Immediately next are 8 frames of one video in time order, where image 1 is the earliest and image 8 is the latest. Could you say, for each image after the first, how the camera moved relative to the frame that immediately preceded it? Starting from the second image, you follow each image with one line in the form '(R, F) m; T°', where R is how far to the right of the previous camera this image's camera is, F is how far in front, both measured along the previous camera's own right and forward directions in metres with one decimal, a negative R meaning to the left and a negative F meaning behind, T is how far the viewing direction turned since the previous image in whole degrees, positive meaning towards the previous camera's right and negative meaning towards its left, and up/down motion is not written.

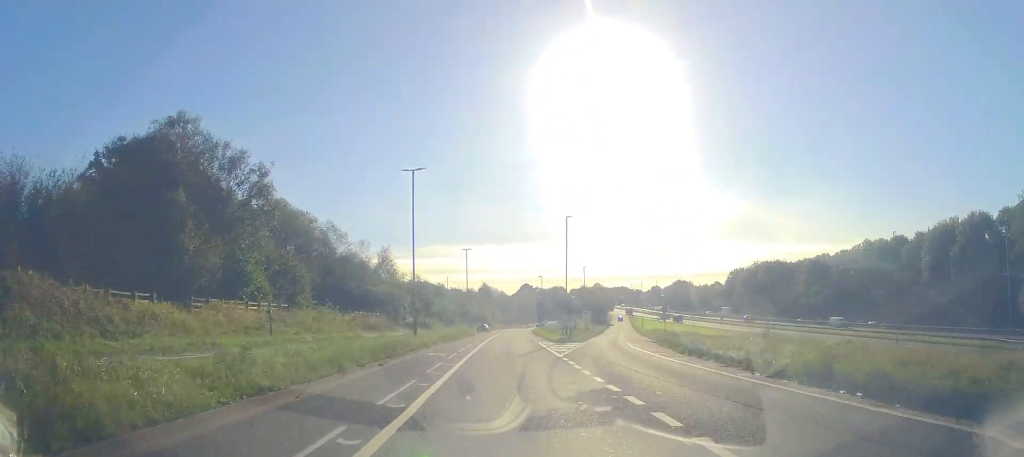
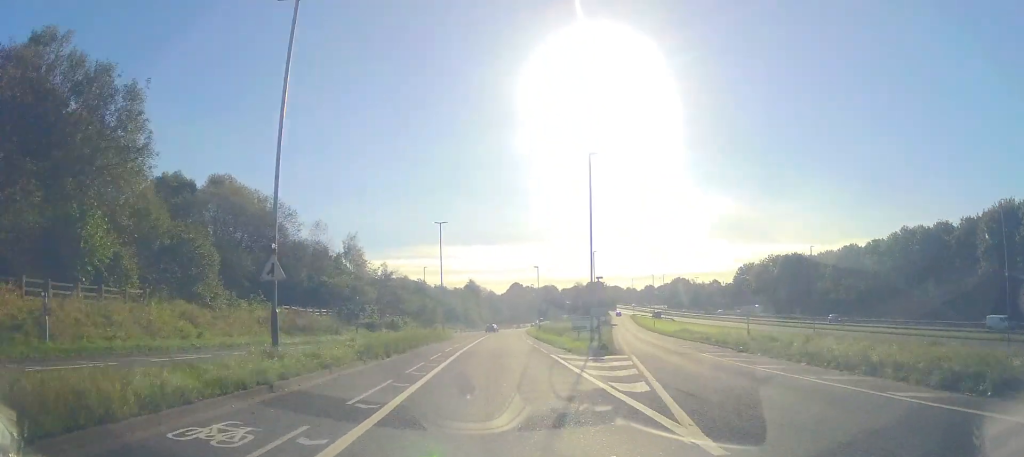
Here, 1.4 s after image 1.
(0.0, +17.7) m; -1°
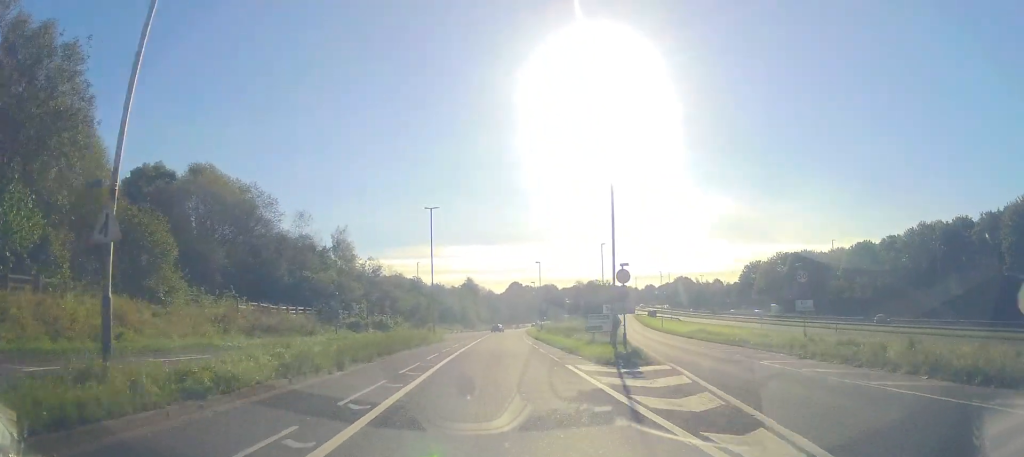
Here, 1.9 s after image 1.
(0.0, +6.0) m; 0°
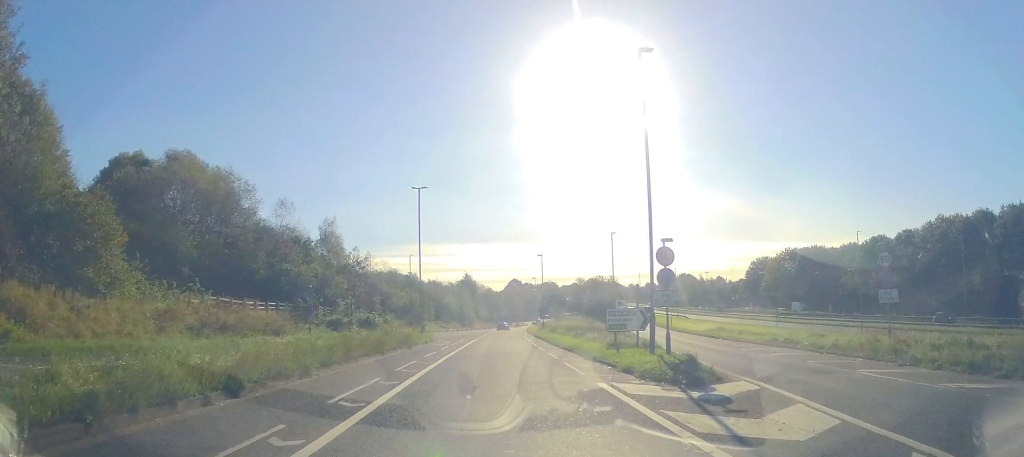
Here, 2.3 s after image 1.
(-0.1, +6.0) m; +1°
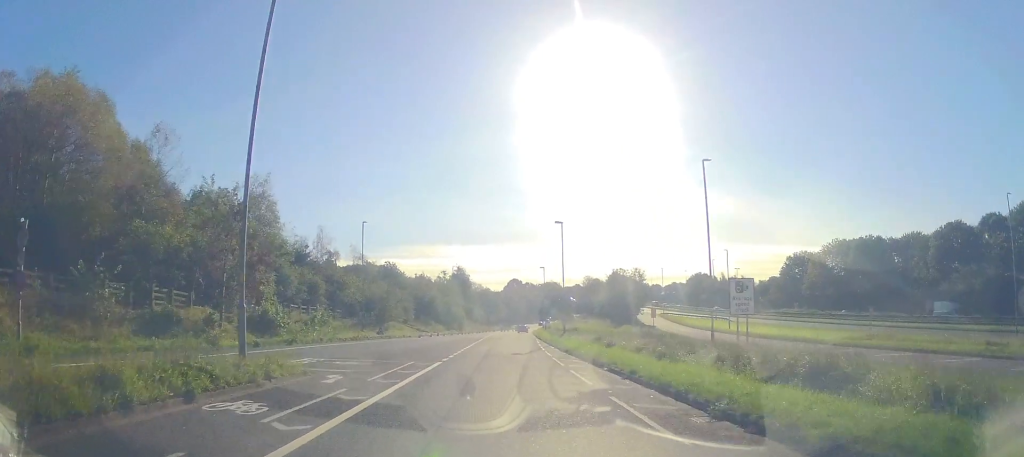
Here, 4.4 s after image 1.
(+0.9, +25.8) m; +1°
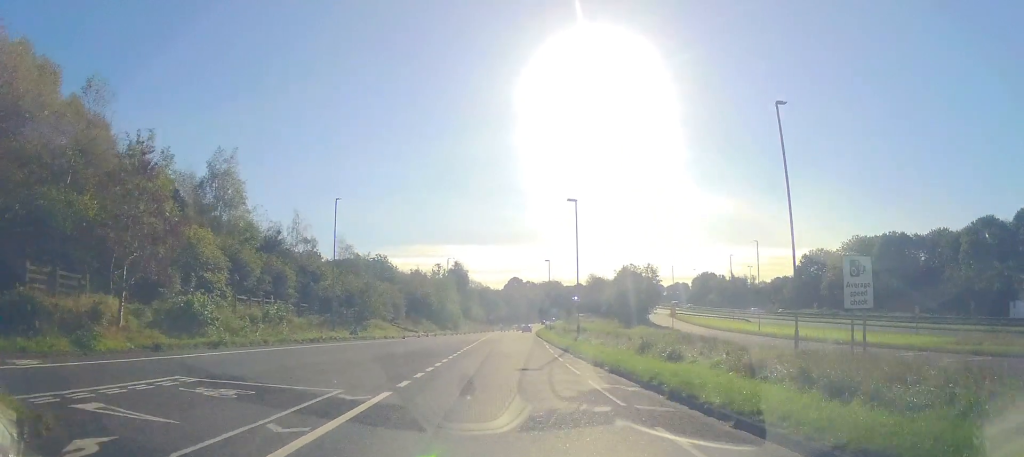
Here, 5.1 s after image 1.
(-0.1, +8.8) m; -1°
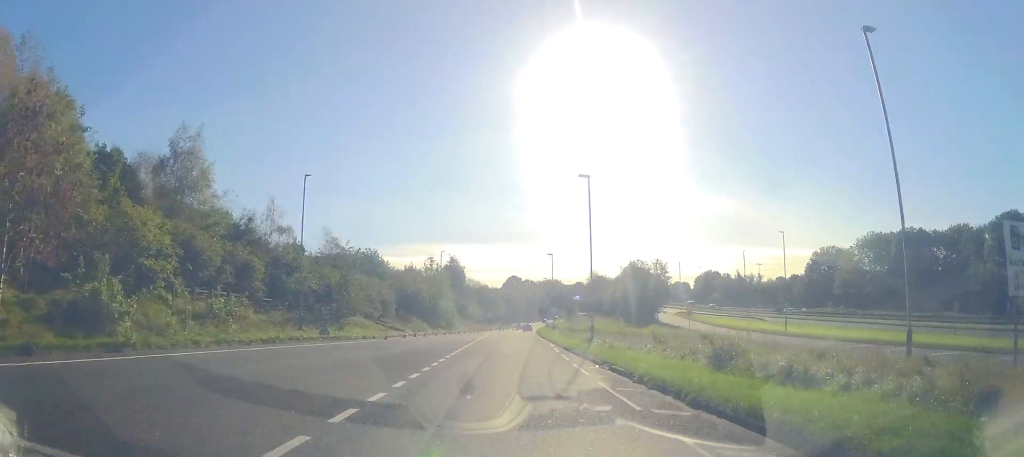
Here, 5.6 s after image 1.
(-0.1, +6.7) m; 0°
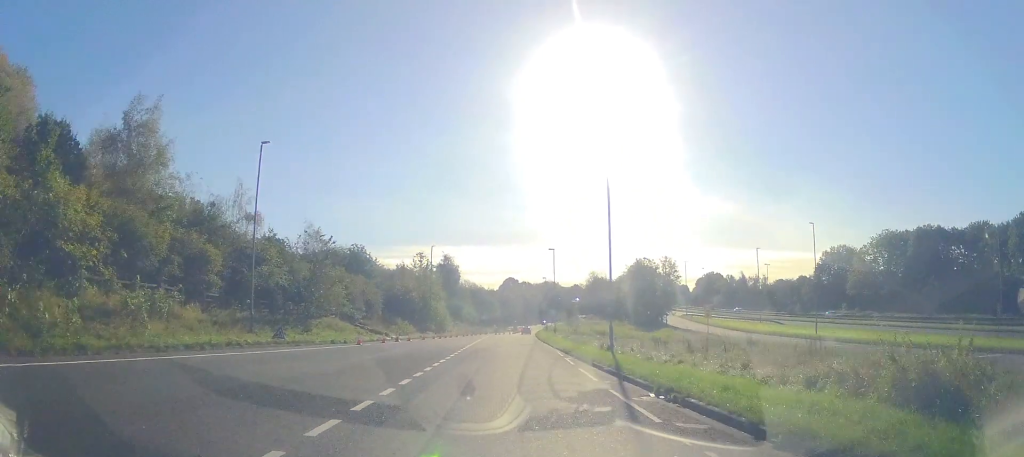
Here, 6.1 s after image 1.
(+0.1, +6.7) m; 0°
